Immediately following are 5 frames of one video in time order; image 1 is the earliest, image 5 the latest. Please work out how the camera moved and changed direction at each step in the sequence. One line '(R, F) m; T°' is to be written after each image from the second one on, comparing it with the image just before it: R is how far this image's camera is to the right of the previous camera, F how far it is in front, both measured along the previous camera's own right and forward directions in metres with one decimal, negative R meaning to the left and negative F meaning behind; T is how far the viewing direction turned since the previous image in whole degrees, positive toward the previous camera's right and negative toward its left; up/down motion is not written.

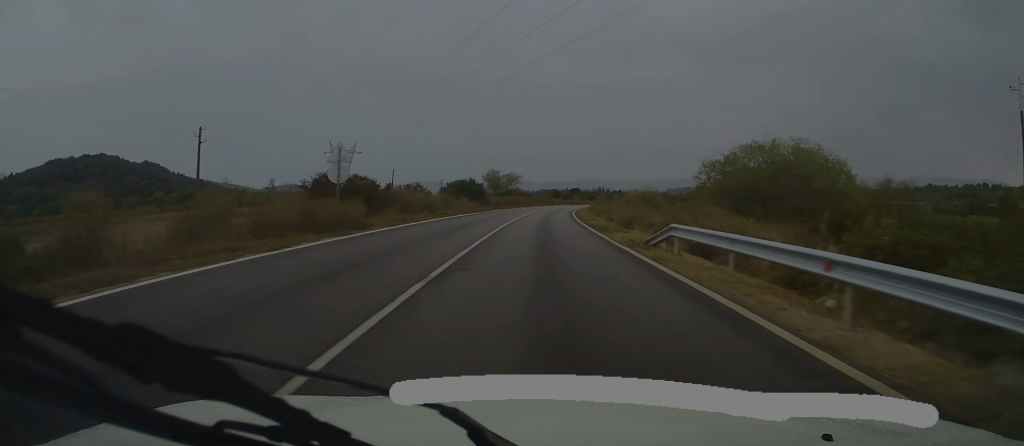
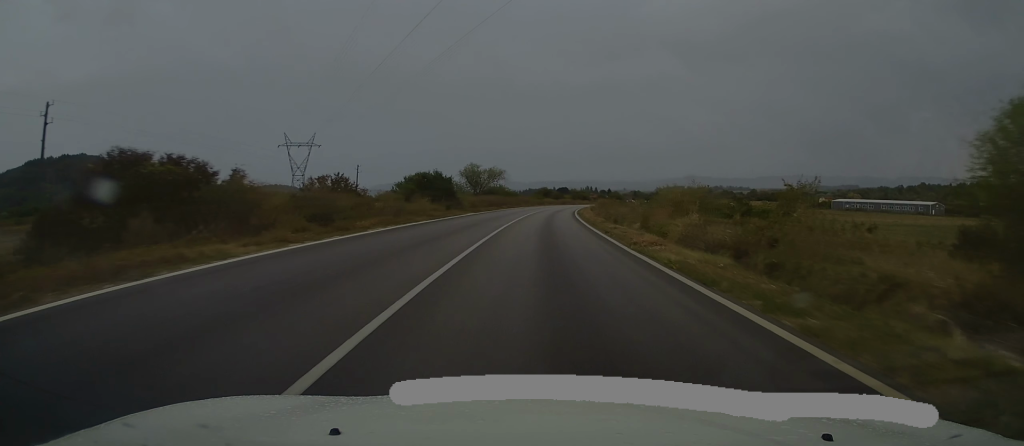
(+0.2, +20.3) m; +1°
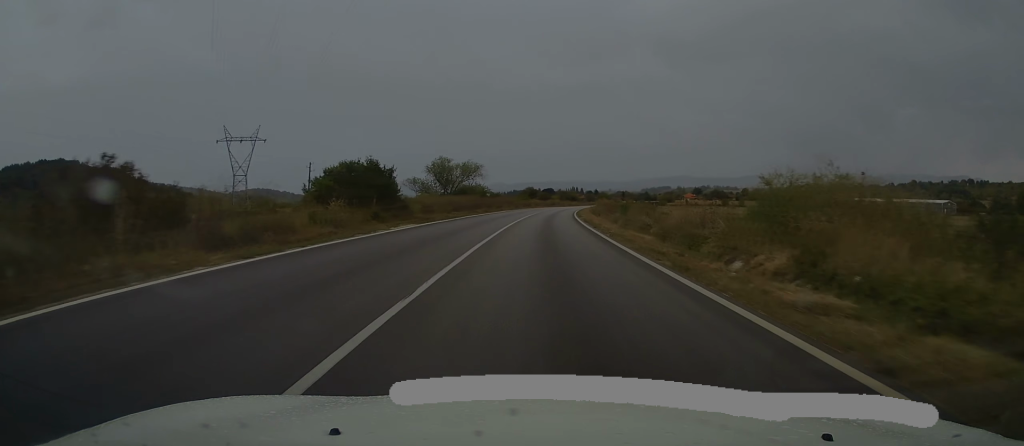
(+0.3, +19.9) m; +1°
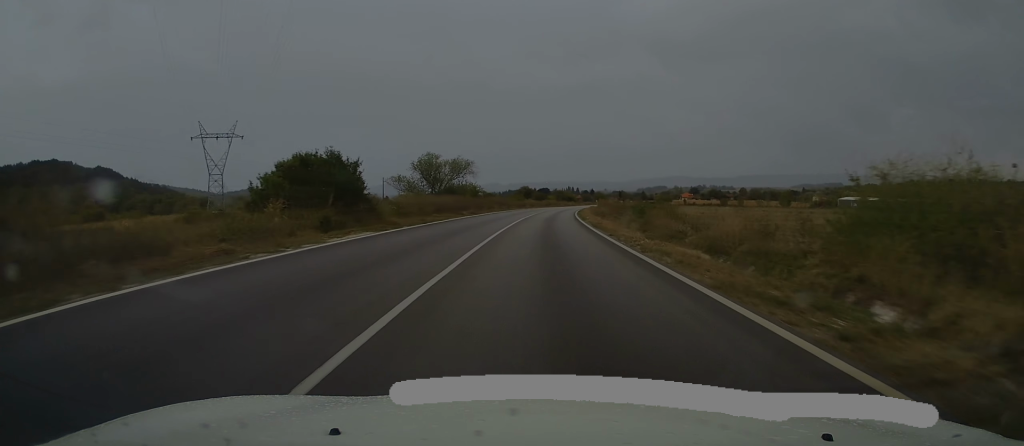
(0.0, +7.1) m; 0°
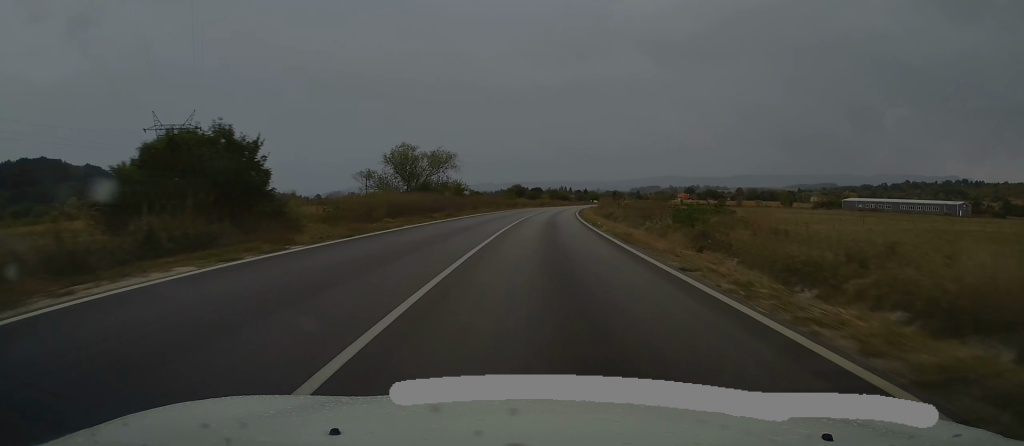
(0.0, +11.3) m; +1°
